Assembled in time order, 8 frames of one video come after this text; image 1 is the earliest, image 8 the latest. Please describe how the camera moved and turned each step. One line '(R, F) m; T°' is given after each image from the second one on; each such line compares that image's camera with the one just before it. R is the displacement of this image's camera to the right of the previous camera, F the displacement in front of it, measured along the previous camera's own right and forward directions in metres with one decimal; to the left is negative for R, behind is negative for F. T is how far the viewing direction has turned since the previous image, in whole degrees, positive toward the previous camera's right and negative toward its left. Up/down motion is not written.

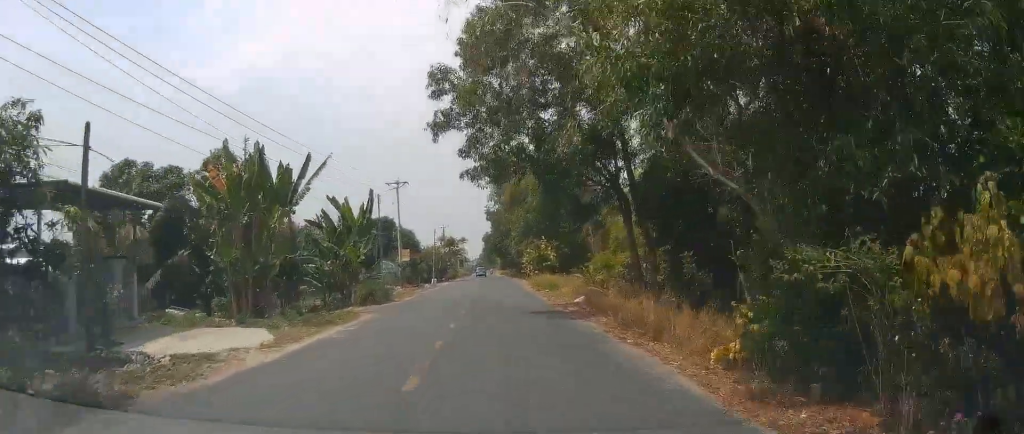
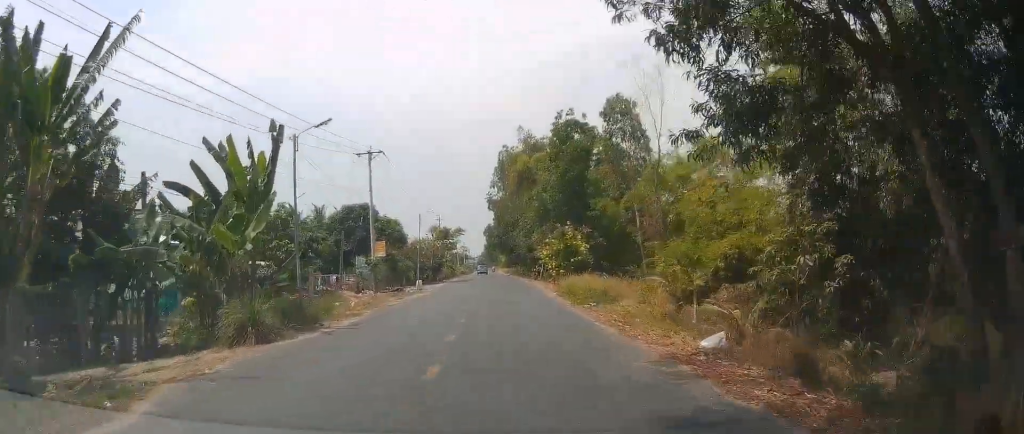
(+0.1, +15.5) m; -1°
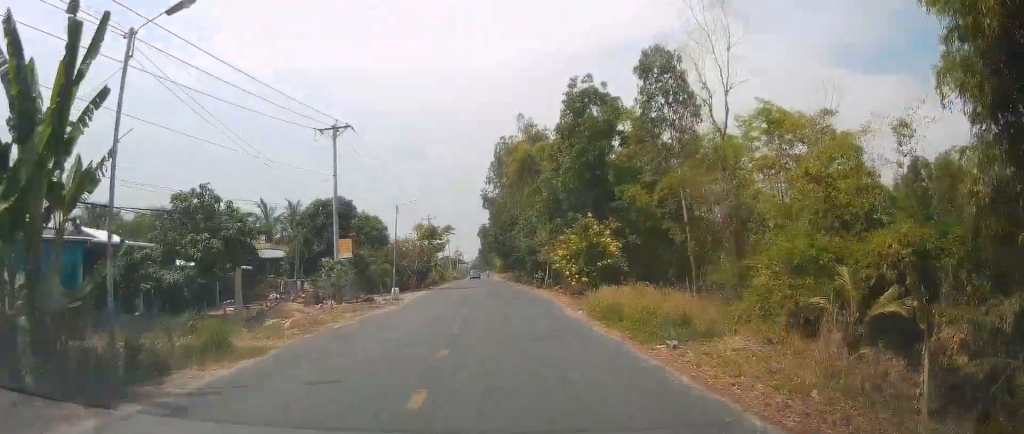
(-0.2, +9.5) m; +1°
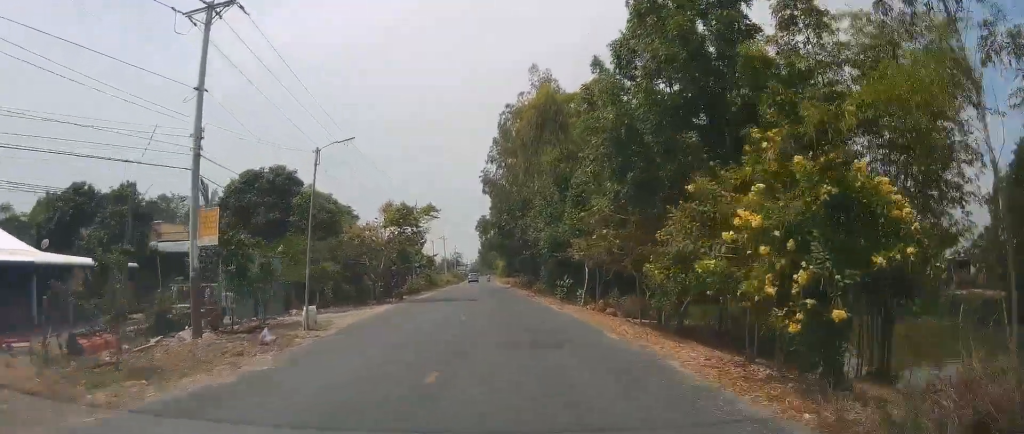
(+0.6, +18.6) m; +2°
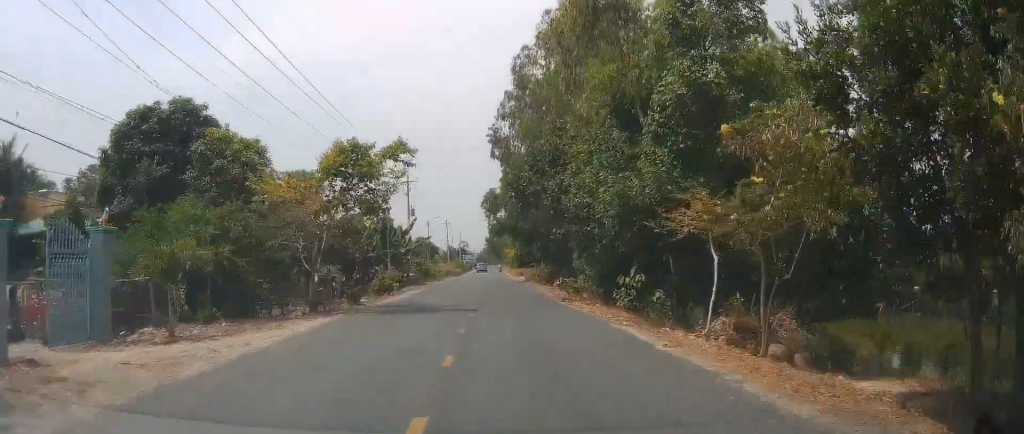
(0.0, +15.4) m; -2°
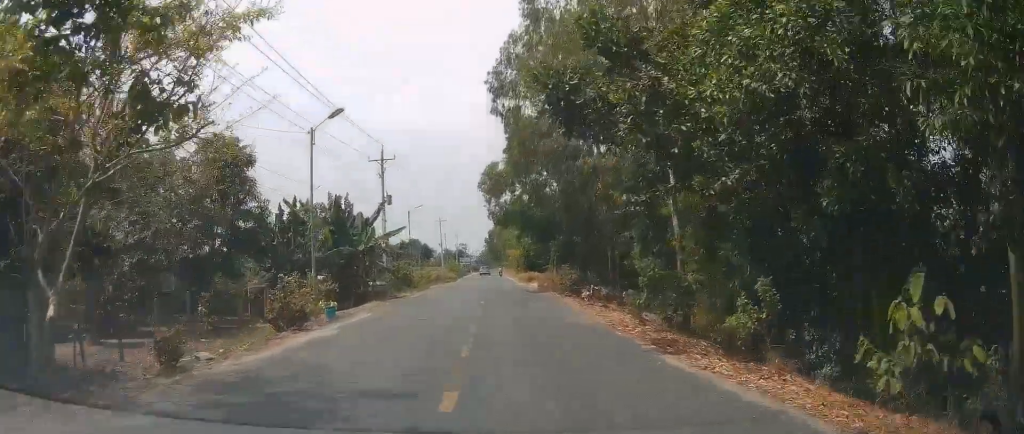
(-0.4, +14.5) m; -1°
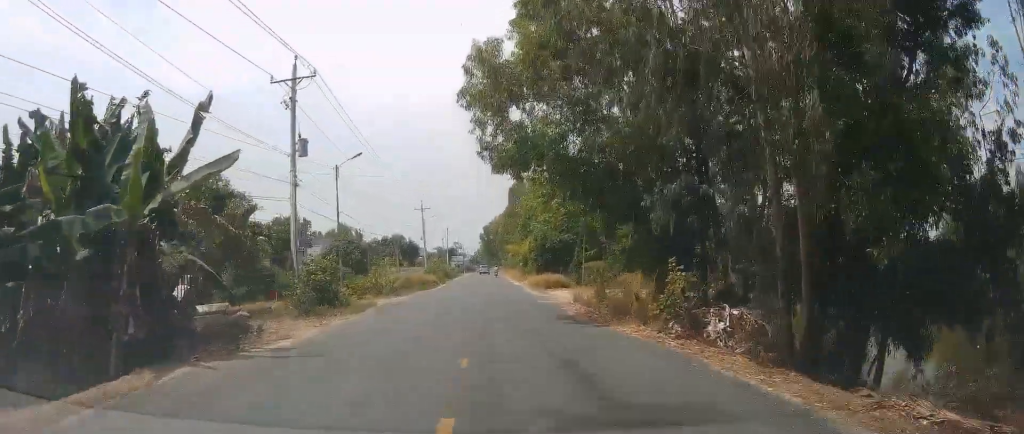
(+0.3, +21.8) m; +2°
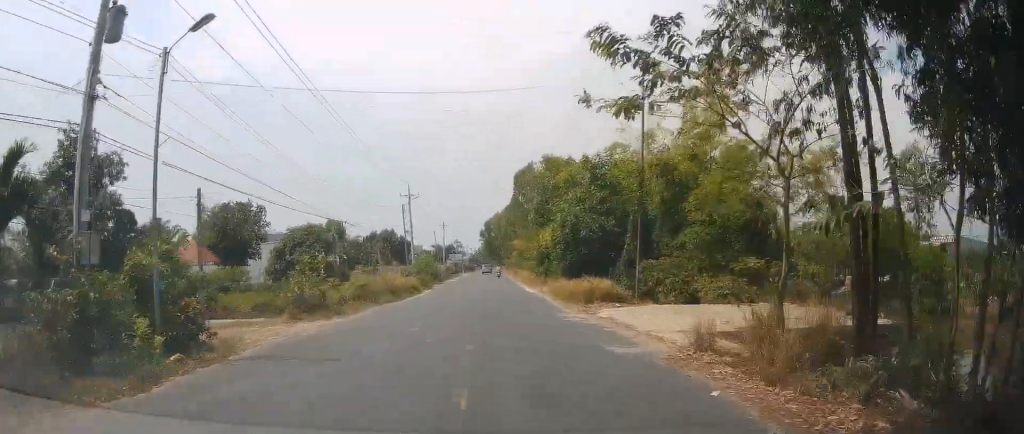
(0.0, +14.9) m; 0°
